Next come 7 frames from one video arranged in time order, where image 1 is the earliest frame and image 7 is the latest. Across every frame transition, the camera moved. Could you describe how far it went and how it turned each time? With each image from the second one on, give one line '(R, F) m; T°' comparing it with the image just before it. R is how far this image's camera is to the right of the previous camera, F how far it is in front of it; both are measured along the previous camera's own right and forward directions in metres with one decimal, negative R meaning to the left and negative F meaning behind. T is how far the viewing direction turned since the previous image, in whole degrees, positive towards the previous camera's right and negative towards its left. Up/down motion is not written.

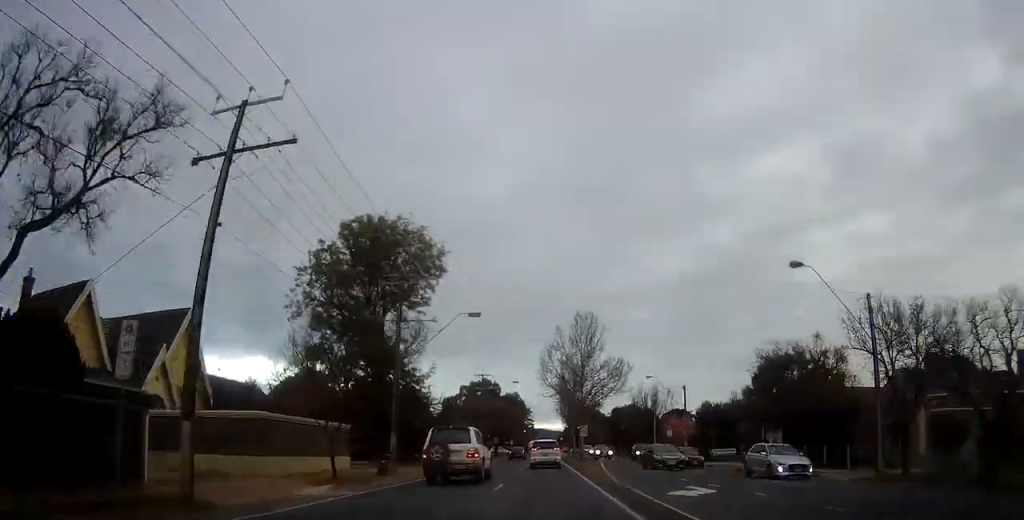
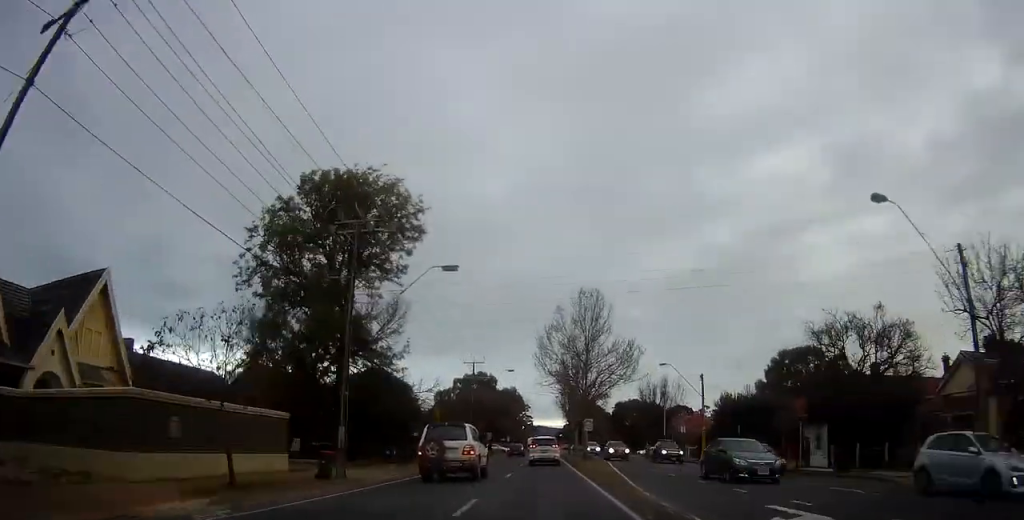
(+0.4, +6.9) m; +1°
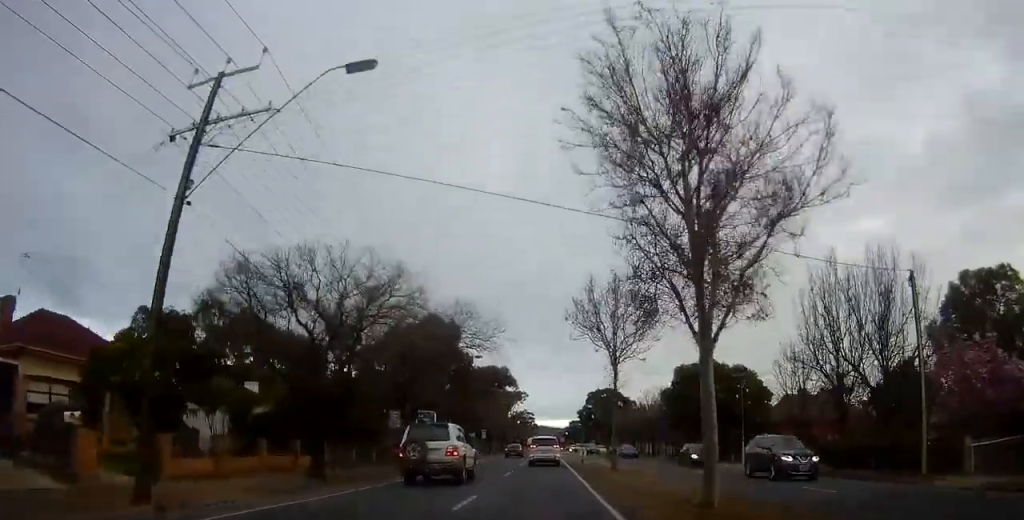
(-0.3, +47.6) m; -3°
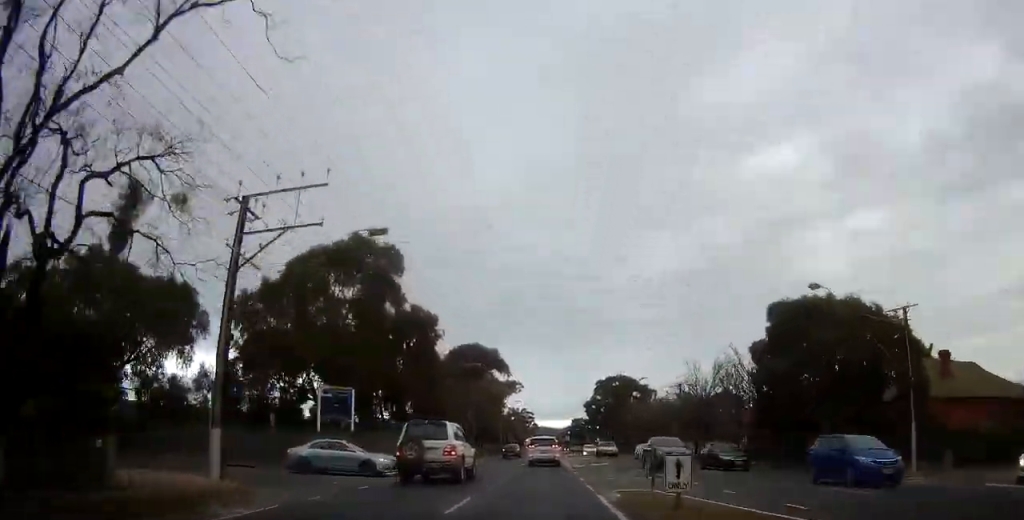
(-0.1, +25.4) m; +2°
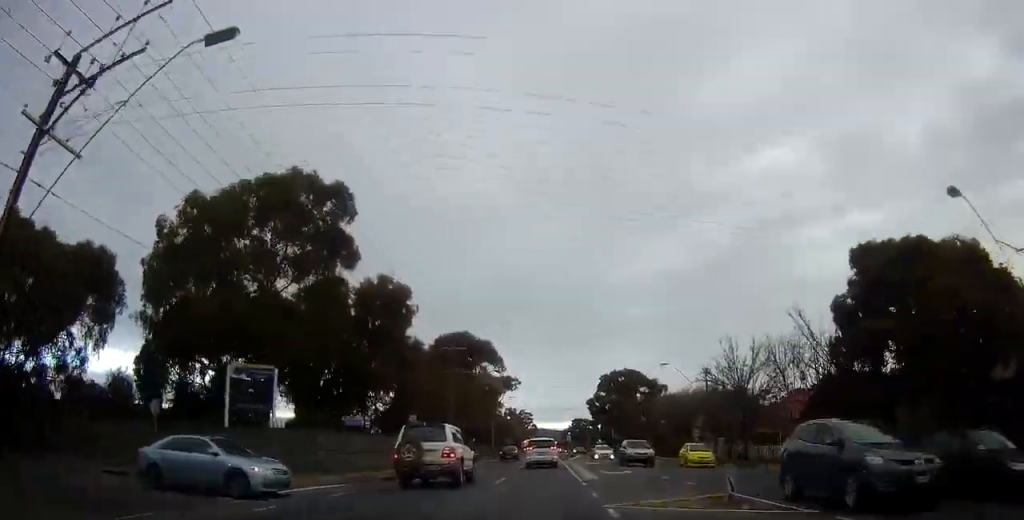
(+0.5, +10.1) m; +1°
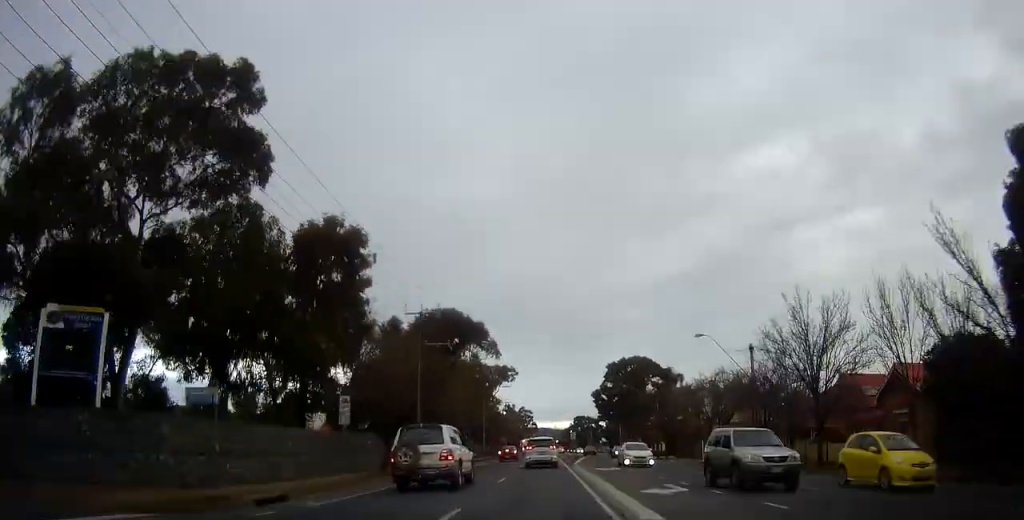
(-0.1, +11.2) m; 0°
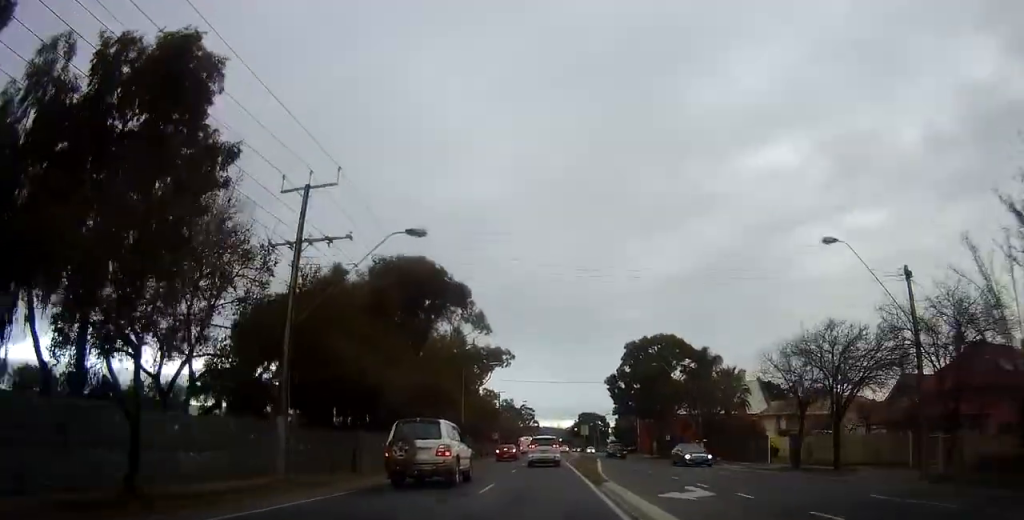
(+0.1, +18.3) m; -1°
